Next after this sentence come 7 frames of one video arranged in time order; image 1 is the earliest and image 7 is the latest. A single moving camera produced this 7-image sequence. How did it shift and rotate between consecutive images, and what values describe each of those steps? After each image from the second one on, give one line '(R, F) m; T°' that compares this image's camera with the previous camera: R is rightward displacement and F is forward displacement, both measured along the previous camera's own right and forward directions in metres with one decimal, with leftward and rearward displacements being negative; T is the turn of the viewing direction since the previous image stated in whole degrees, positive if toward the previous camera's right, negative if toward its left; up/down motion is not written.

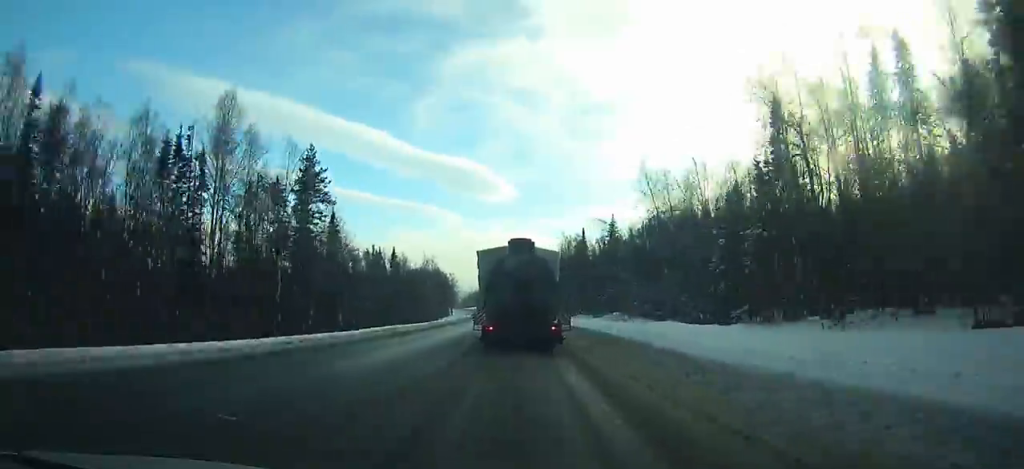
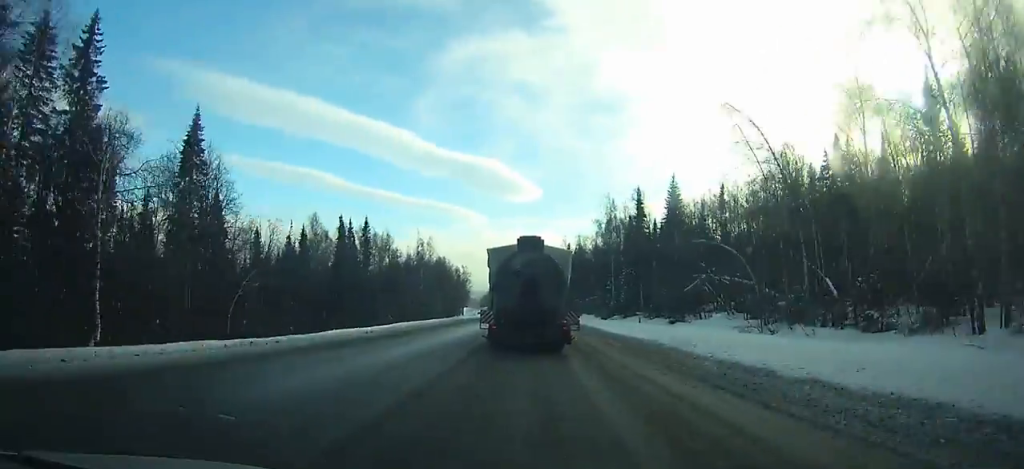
(-0.6, +43.9) m; -2°
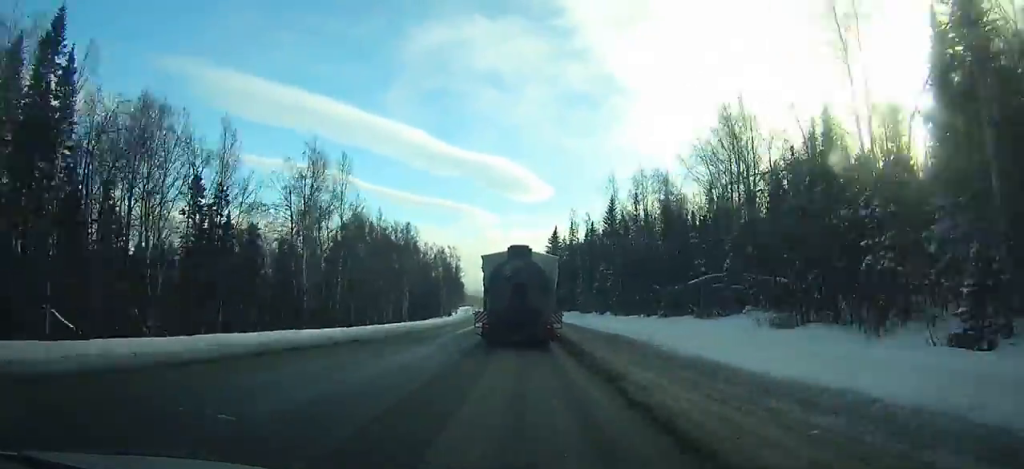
(-1.7, +76.9) m; -2°
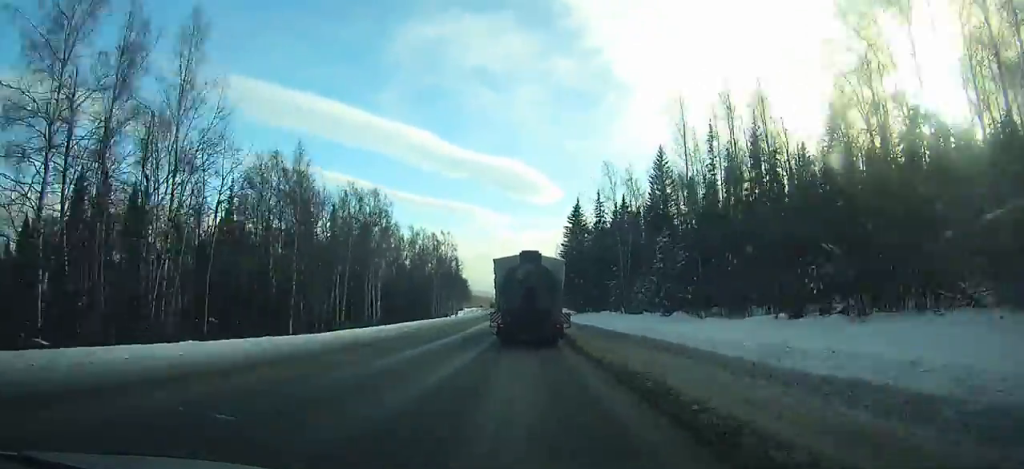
(-0.1, +35.4) m; -1°
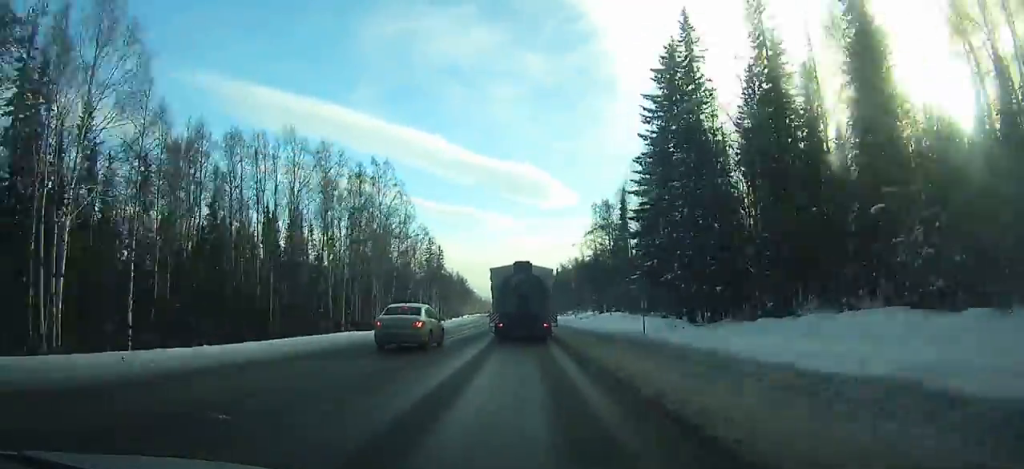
(-0.7, +69.8) m; -2°
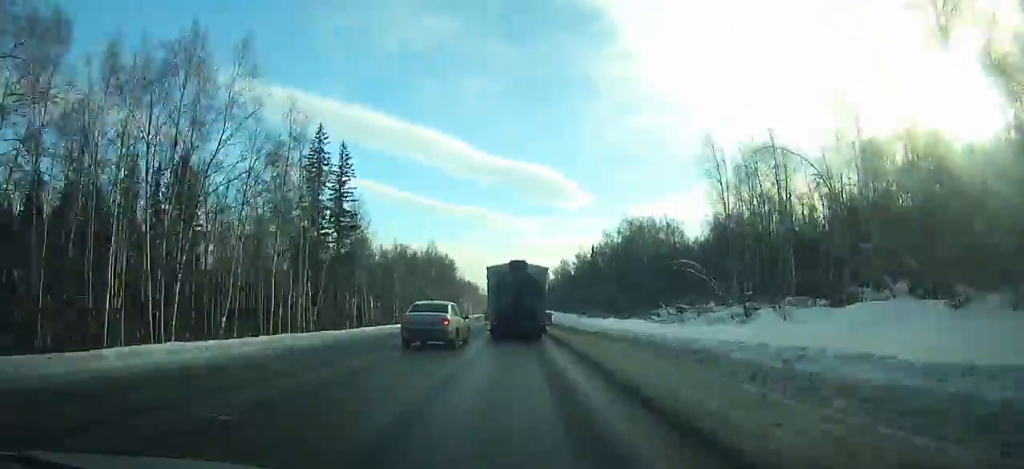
(-1.5, +86.1) m; -2°
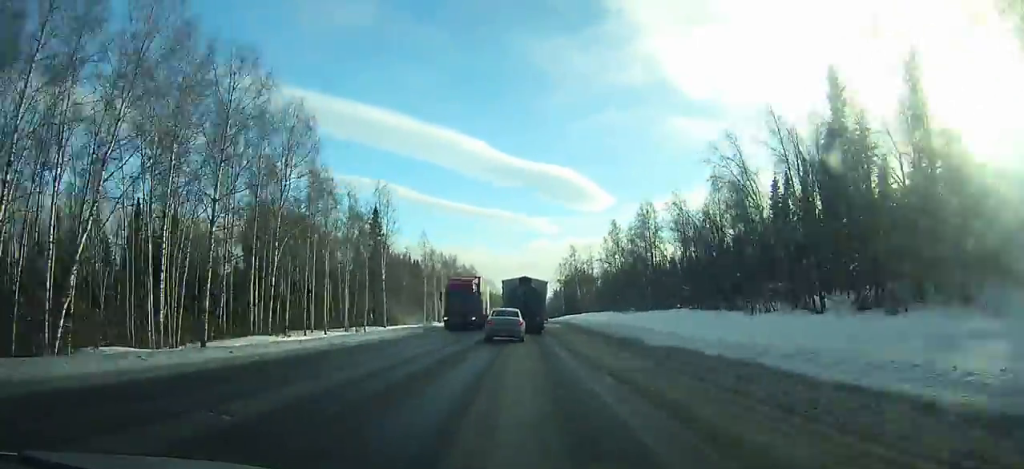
(-2.1, +135.6) m; -2°
